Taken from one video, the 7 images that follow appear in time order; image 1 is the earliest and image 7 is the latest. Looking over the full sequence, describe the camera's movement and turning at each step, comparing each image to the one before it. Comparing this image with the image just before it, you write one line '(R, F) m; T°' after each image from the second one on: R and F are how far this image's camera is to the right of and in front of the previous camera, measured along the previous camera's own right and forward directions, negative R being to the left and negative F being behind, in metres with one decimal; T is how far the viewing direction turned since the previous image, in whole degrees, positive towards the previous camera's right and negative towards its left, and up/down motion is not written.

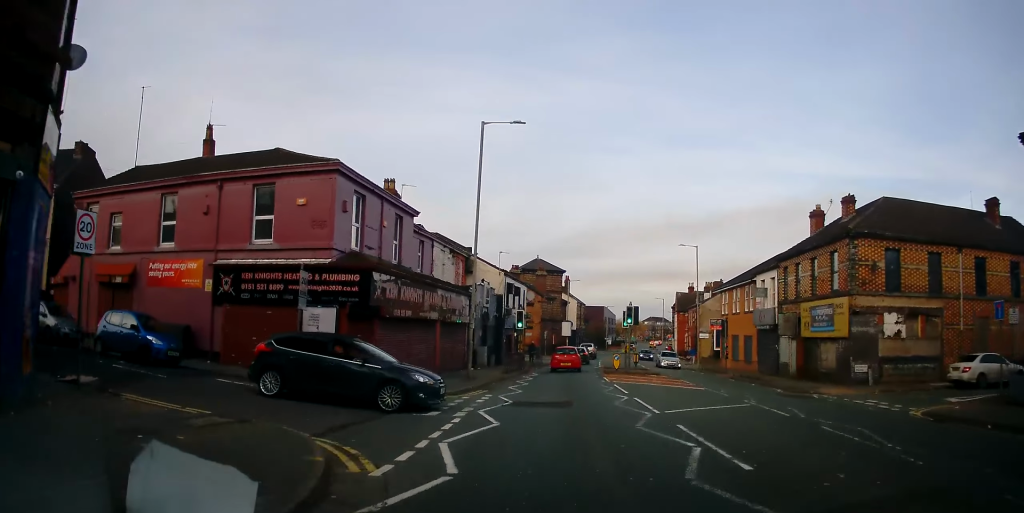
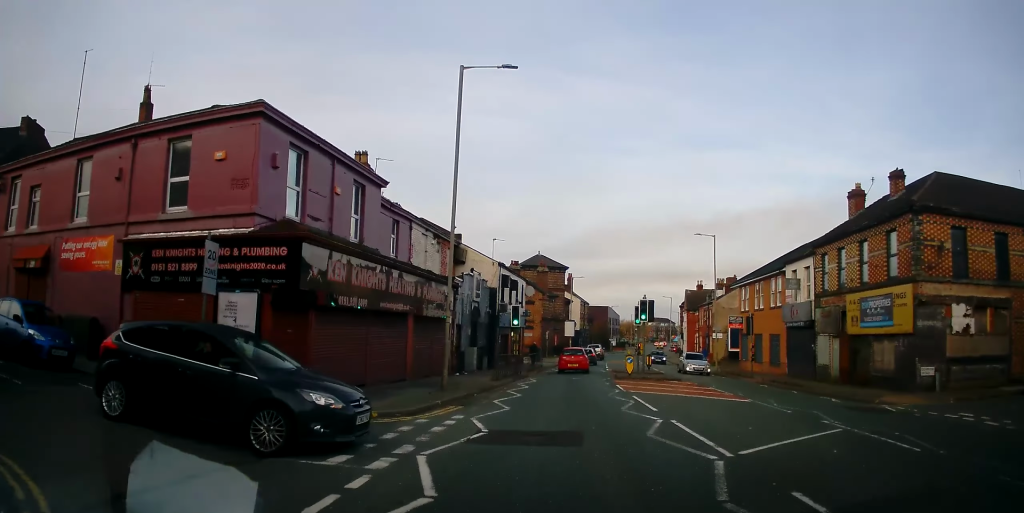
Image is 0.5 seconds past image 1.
(-0.1, +5.1) m; 0°
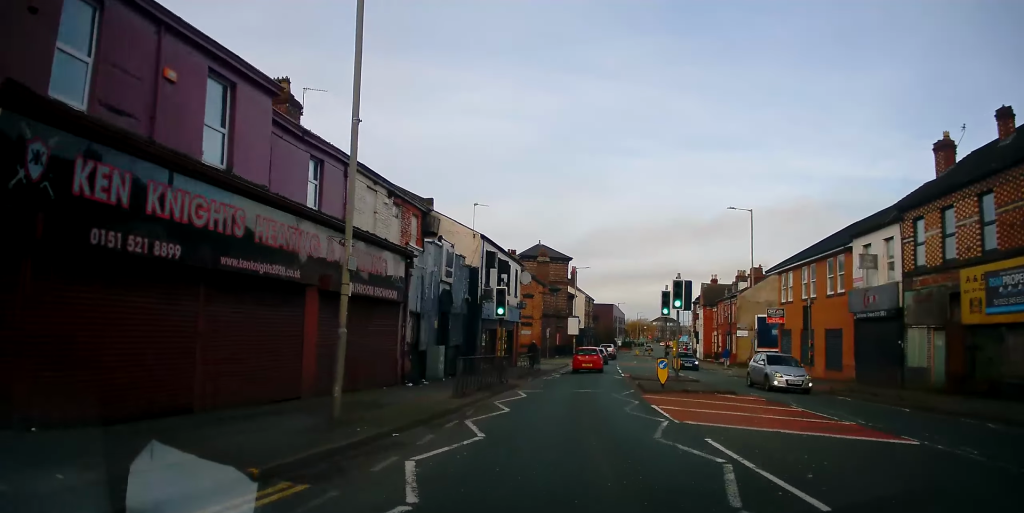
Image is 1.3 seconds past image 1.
(+0.2, +8.5) m; 0°
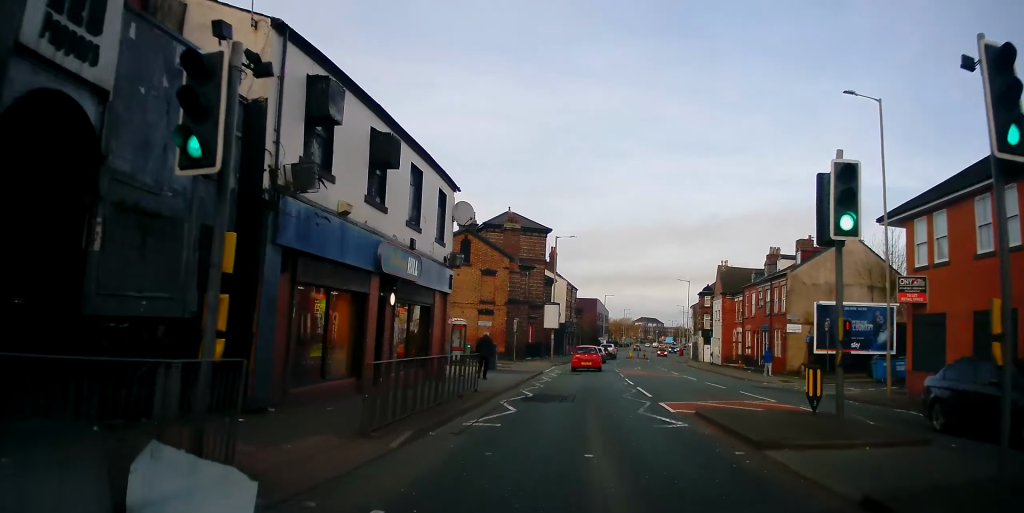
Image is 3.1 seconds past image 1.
(-0.1, +18.0) m; +1°
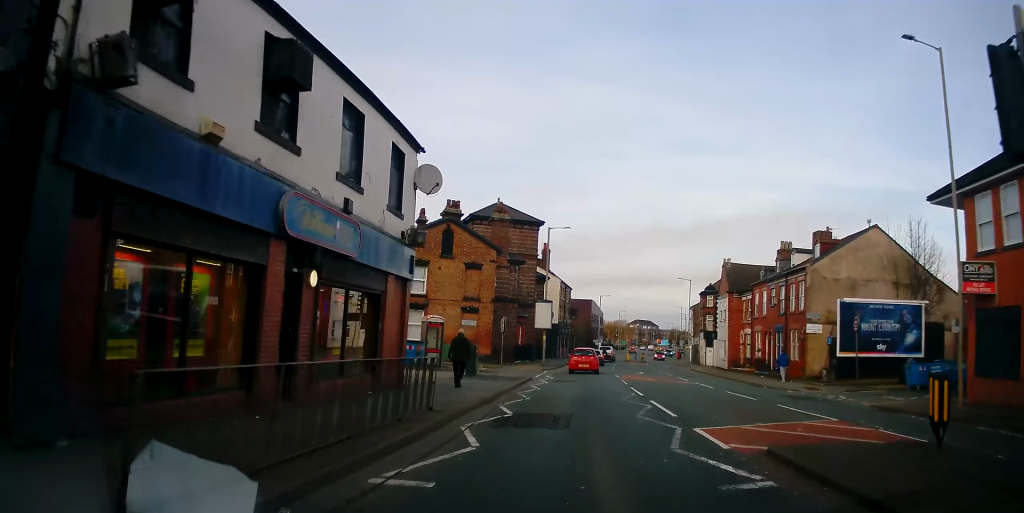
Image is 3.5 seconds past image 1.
(+0.1, +4.5) m; +1°
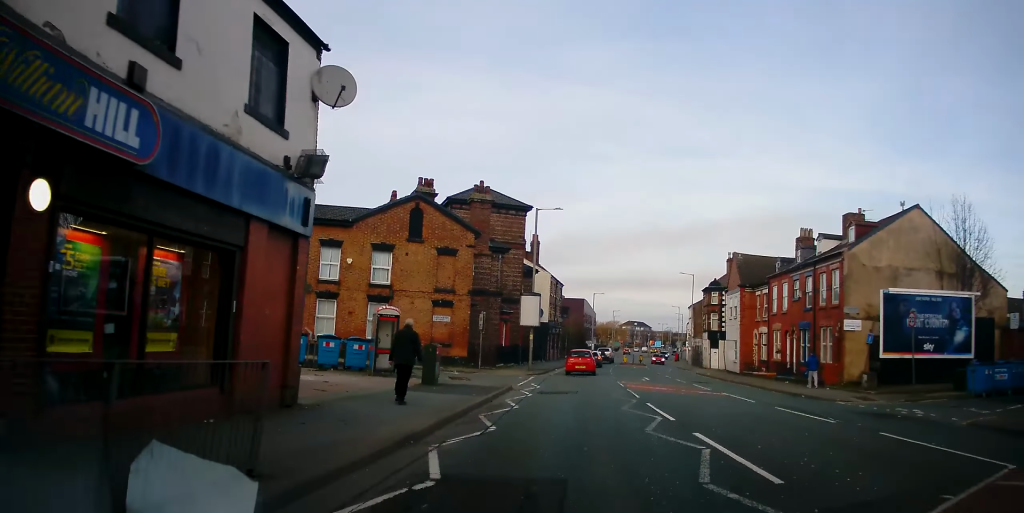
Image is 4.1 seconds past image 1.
(0.0, +6.3) m; +1°
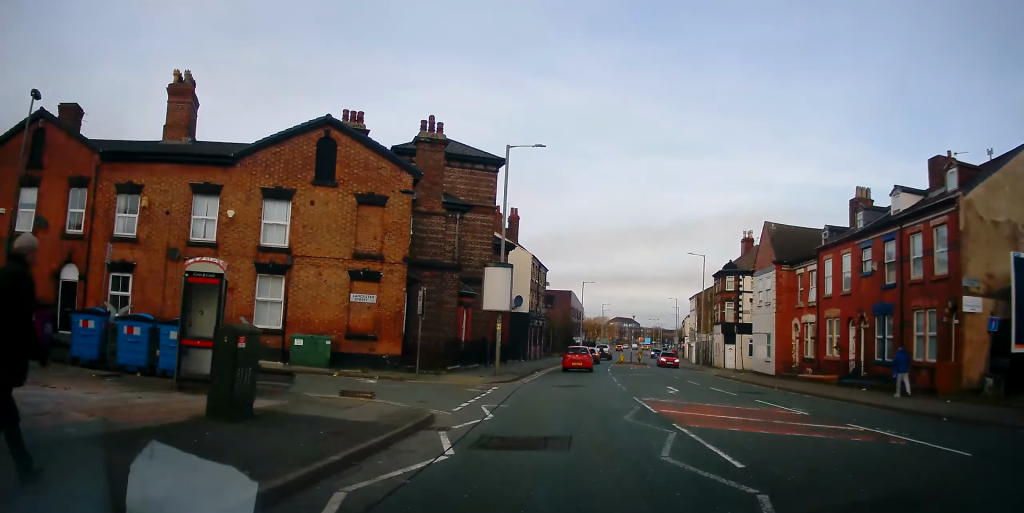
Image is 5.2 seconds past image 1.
(+0.2, +11.3) m; +1°
